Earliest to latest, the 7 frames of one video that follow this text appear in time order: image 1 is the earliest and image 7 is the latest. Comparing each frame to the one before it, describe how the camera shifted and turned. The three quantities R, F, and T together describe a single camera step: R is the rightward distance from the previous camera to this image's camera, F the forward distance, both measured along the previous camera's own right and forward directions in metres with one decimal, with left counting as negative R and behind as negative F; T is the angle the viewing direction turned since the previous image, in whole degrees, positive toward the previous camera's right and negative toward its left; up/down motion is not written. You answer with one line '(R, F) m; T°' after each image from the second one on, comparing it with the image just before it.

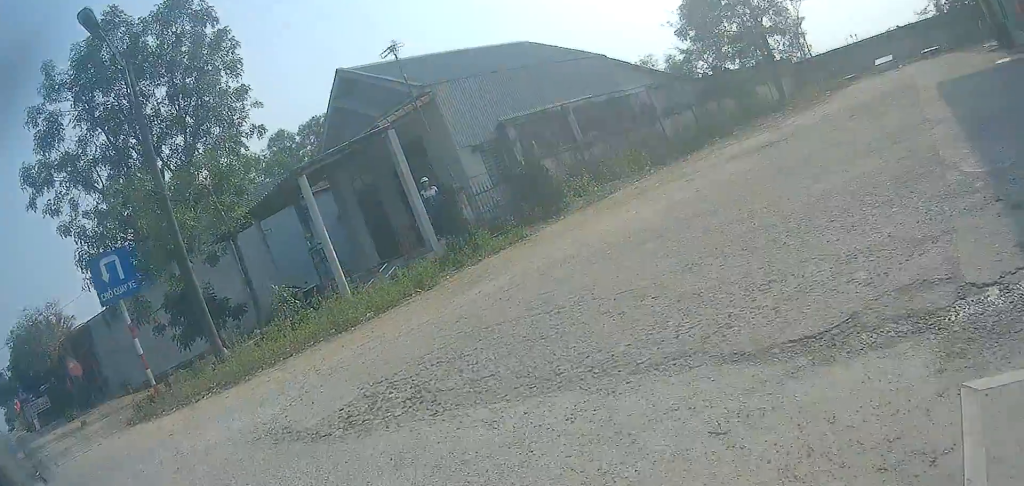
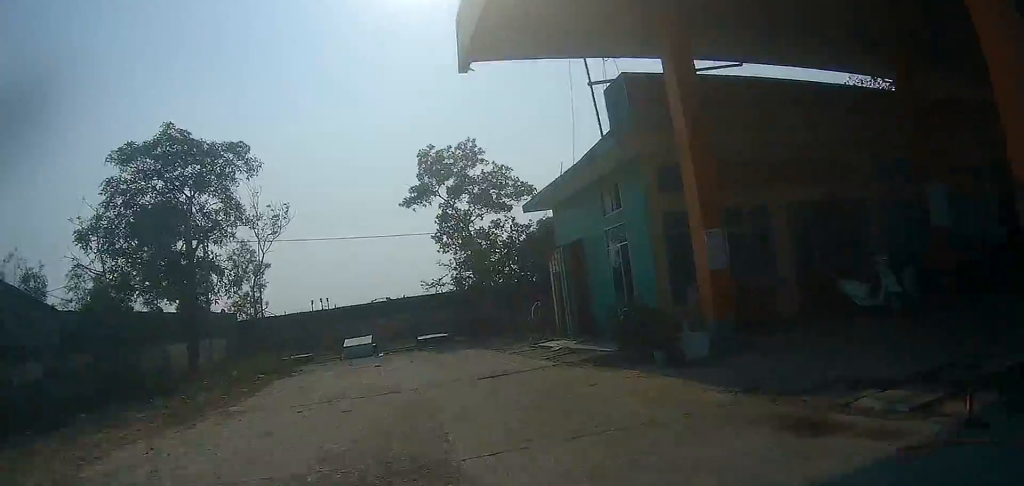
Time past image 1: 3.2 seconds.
(+6.5, +7.2) m; +88°
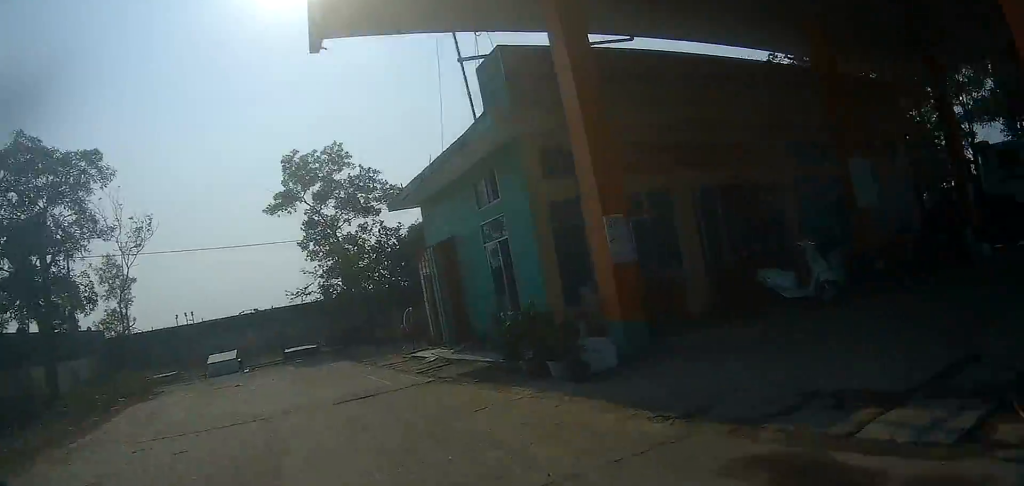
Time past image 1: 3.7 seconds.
(+0.4, +1.6) m; +9°
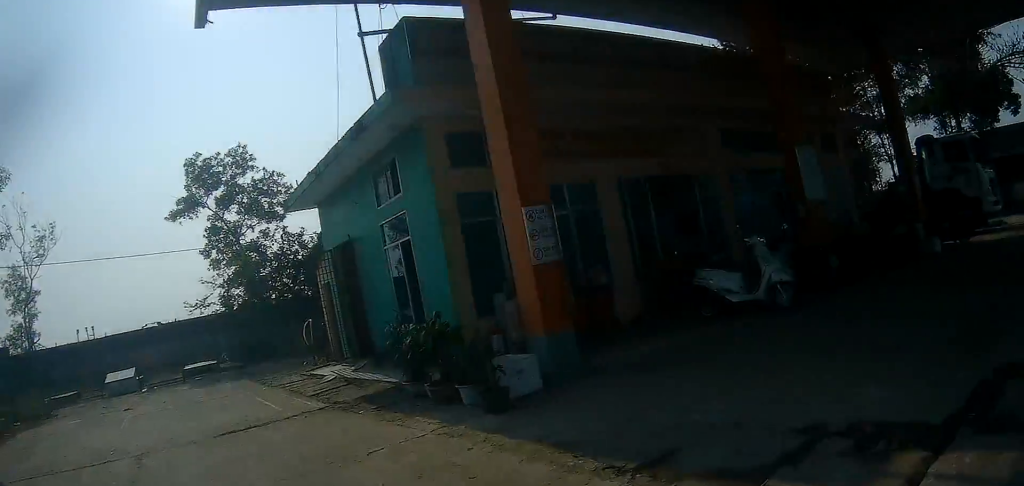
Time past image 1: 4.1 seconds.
(+0.1, +1.3) m; +6°
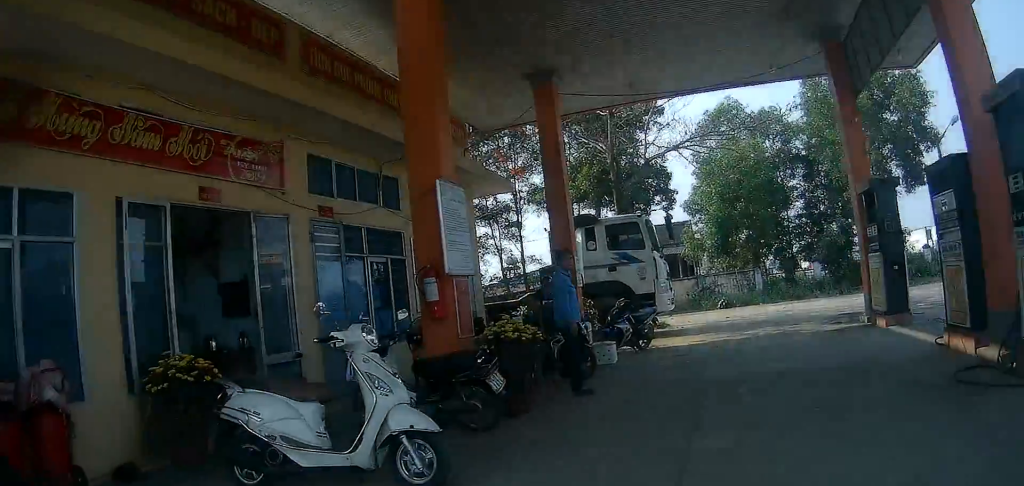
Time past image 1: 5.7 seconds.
(+0.2, +6.2) m; +6°
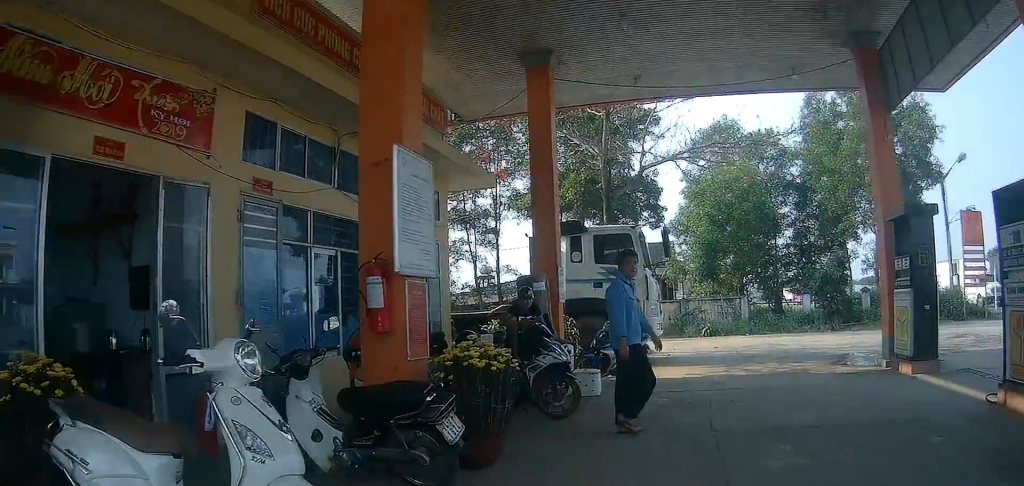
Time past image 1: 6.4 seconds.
(+0.1, +2.7) m; +5°
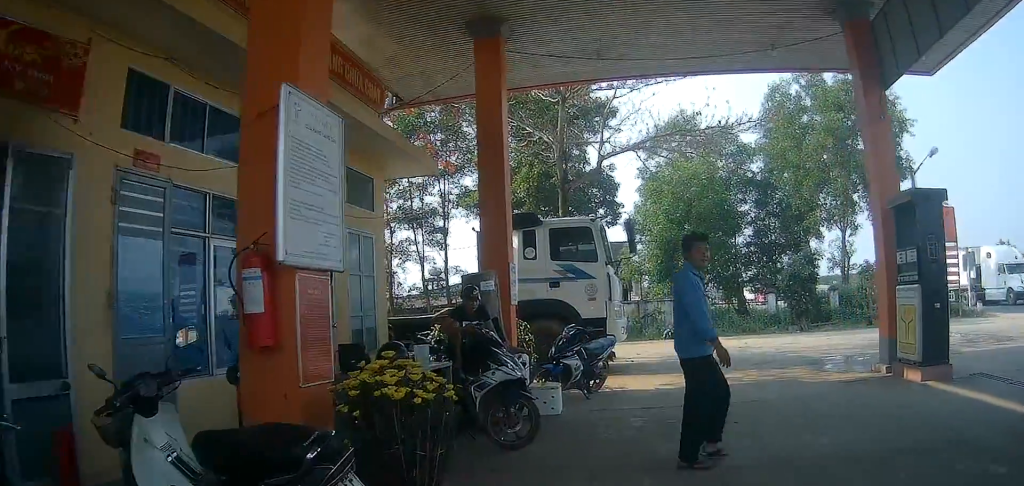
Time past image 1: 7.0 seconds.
(+0.1, +2.6) m; +6°
